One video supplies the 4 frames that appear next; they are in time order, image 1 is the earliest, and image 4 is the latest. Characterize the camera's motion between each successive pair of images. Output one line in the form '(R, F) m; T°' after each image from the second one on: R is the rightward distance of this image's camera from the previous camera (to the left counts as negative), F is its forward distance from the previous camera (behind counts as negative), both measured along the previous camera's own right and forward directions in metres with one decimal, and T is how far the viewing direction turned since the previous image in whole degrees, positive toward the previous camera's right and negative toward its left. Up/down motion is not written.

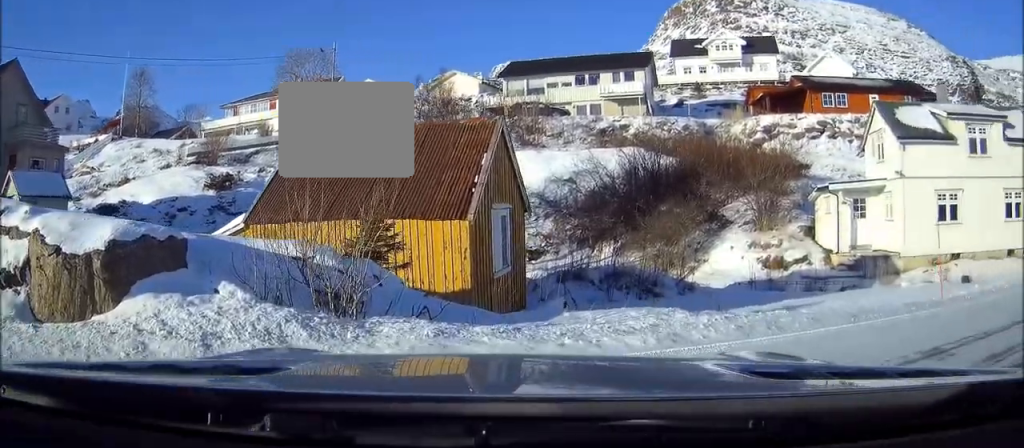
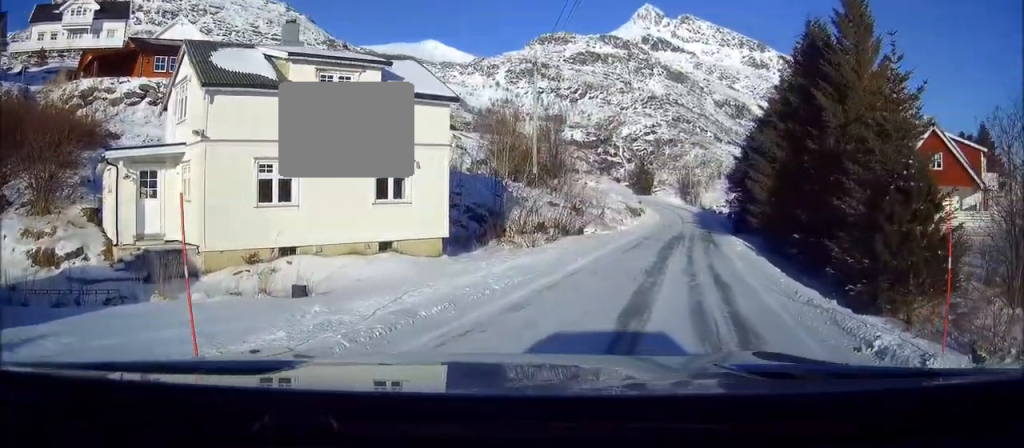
(+3.5, +6.9) m; +47°
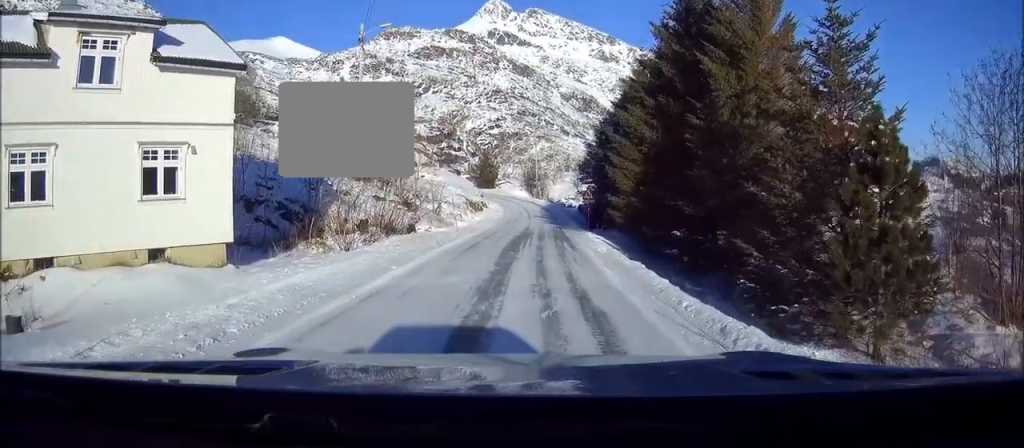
(+0.7, +4.7) m; +11°
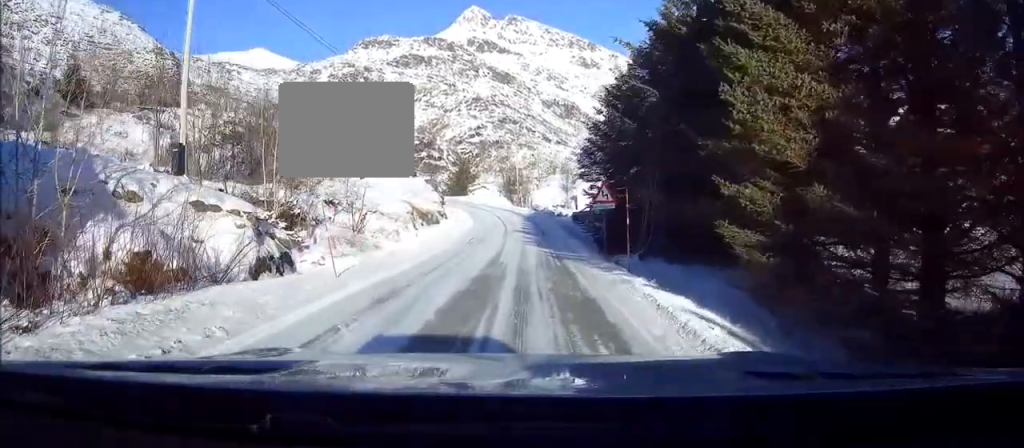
(+0.3, +16.6) m; 0°
